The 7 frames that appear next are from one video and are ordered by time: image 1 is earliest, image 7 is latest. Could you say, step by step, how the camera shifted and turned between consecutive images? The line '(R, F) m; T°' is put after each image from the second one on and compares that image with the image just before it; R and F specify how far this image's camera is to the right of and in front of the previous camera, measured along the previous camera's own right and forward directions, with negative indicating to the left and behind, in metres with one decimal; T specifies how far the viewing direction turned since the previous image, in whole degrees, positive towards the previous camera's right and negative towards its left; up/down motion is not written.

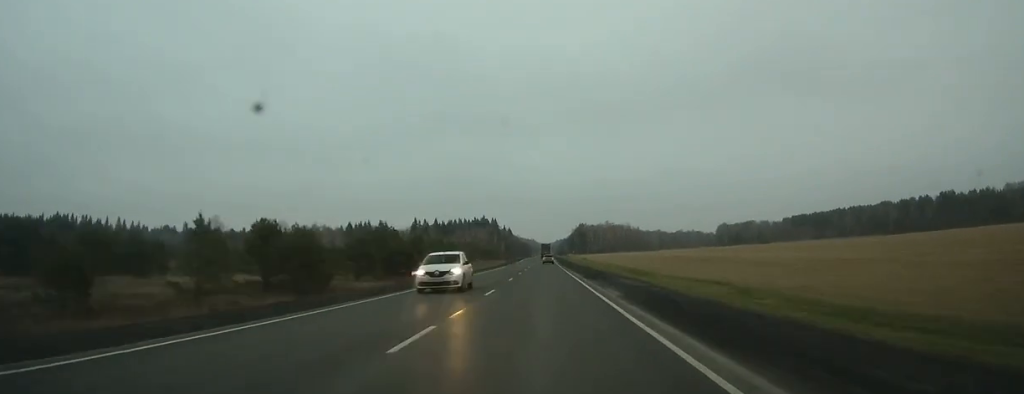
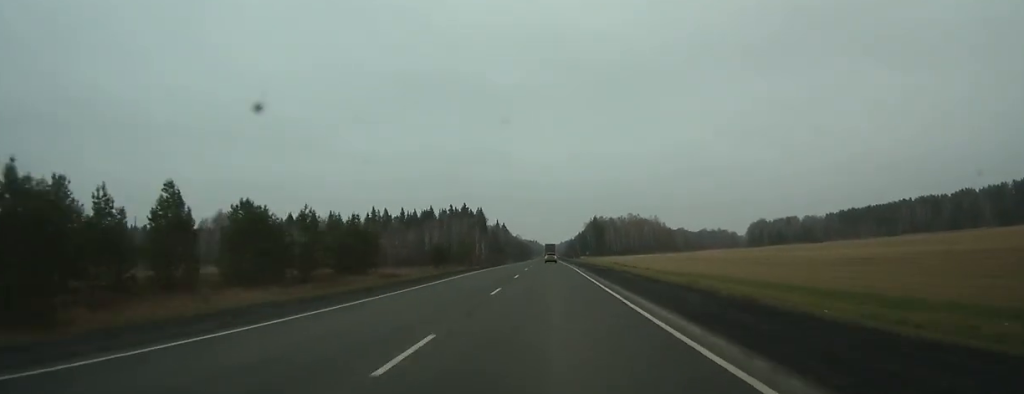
(-0.9, +139.6) m; -1°
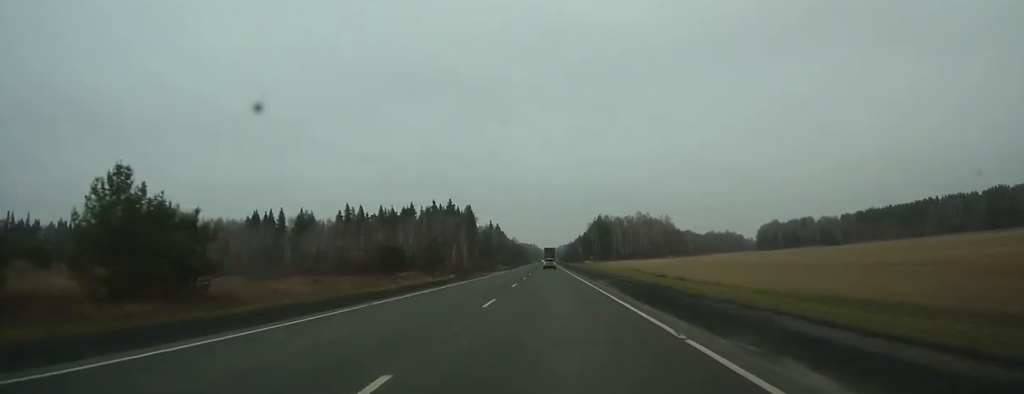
(0.0, +48.8) m; 0°
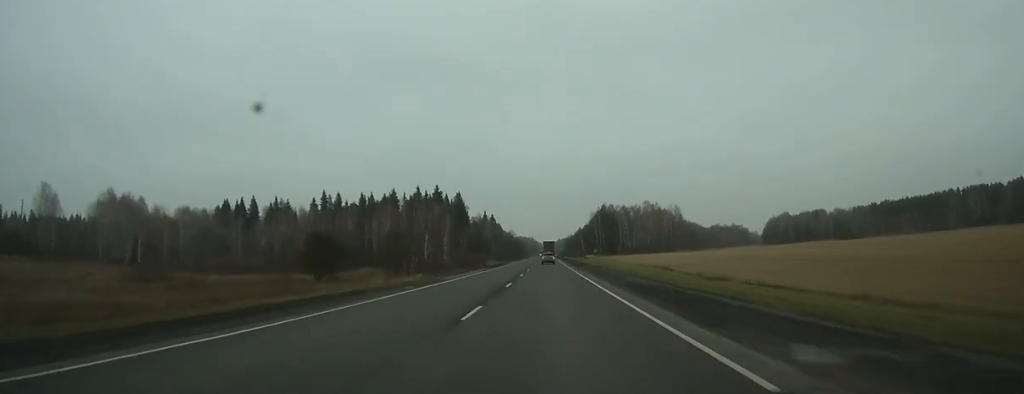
(0.0, +34.1) m; 0°
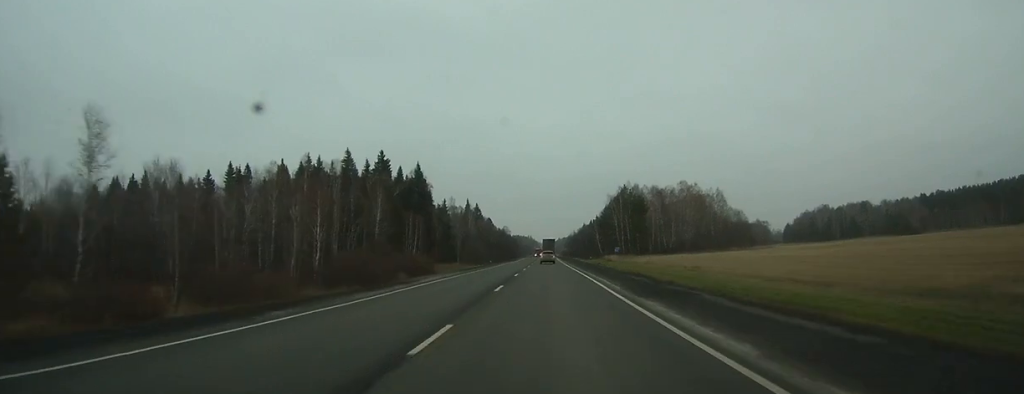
(+0.4, +88.1) m; 0°
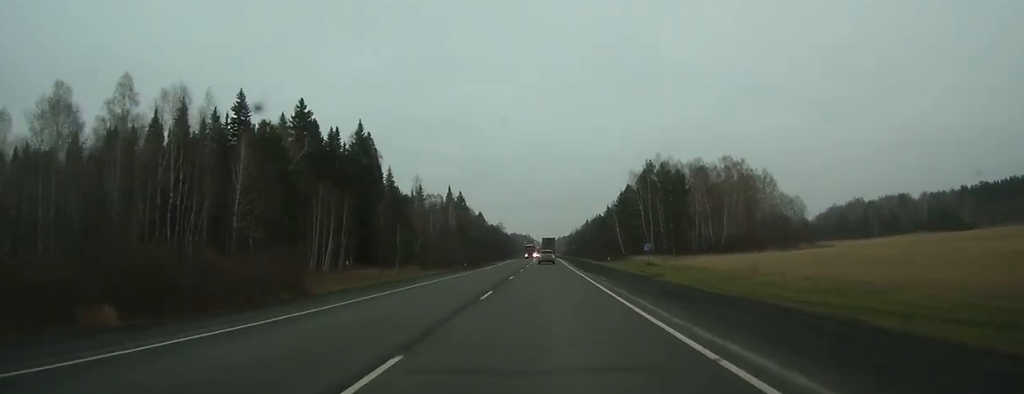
(+0.1, +54.0) m; 0°
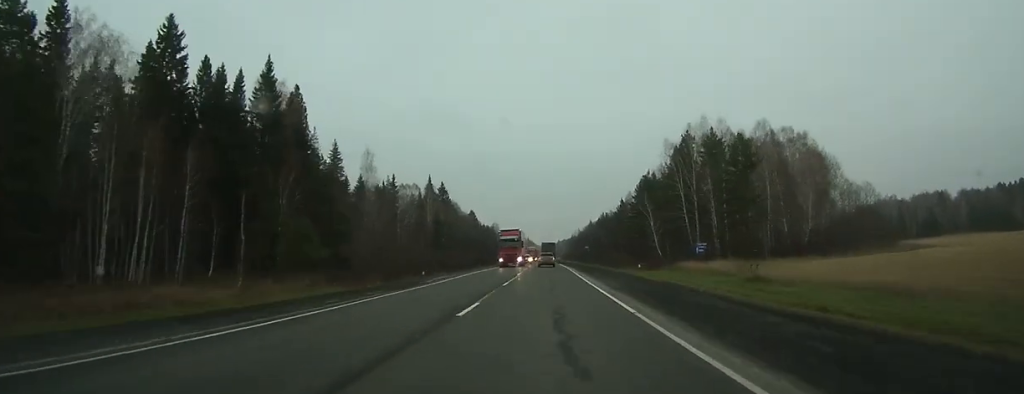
(0.0, +39.7) m; 0°
